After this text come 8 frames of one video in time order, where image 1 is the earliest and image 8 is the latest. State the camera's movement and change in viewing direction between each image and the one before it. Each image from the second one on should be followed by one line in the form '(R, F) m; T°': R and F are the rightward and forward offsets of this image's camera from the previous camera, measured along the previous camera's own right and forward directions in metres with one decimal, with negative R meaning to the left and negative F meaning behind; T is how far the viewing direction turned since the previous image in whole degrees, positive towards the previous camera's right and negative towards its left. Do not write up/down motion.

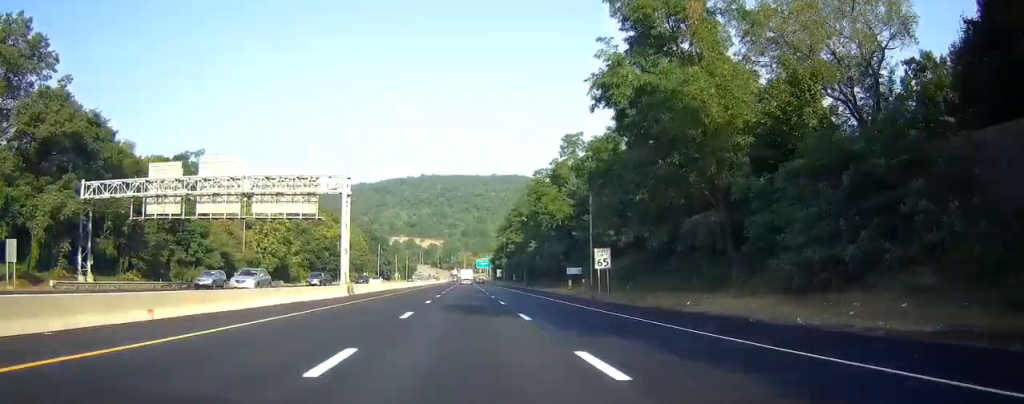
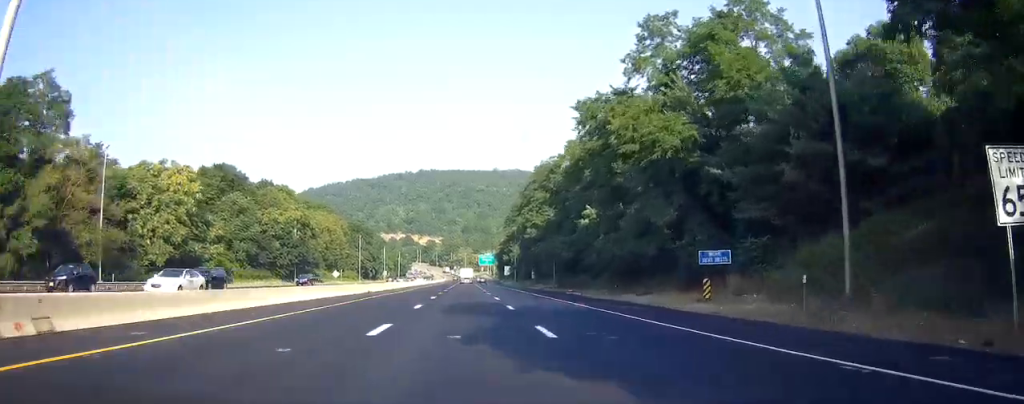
(+0.3, +42.1) m; 0°
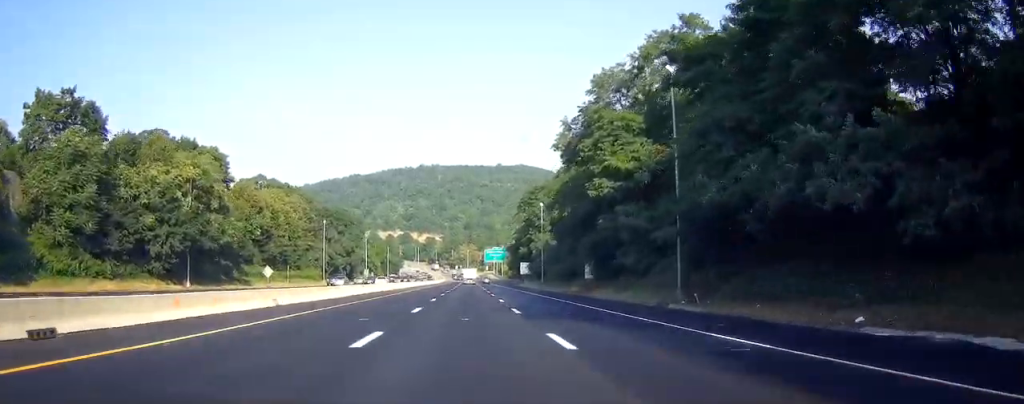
(-0.1, +49.7) m; 0°
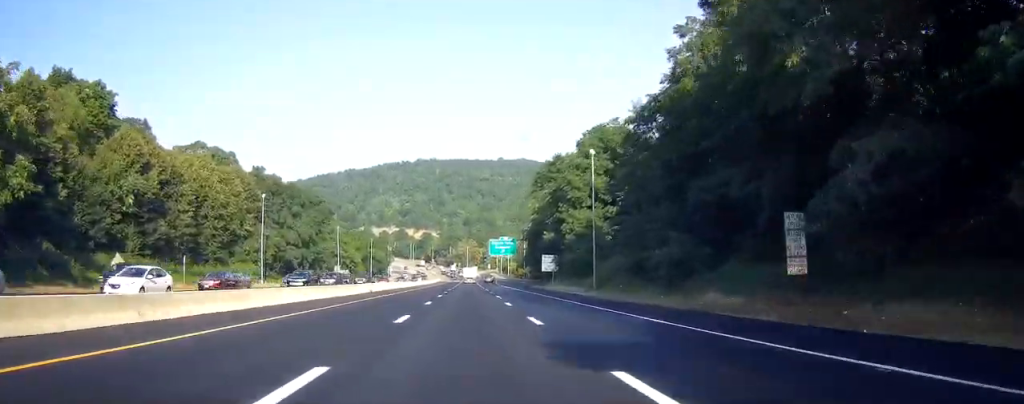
(-0.1, +41.9) m; 0°
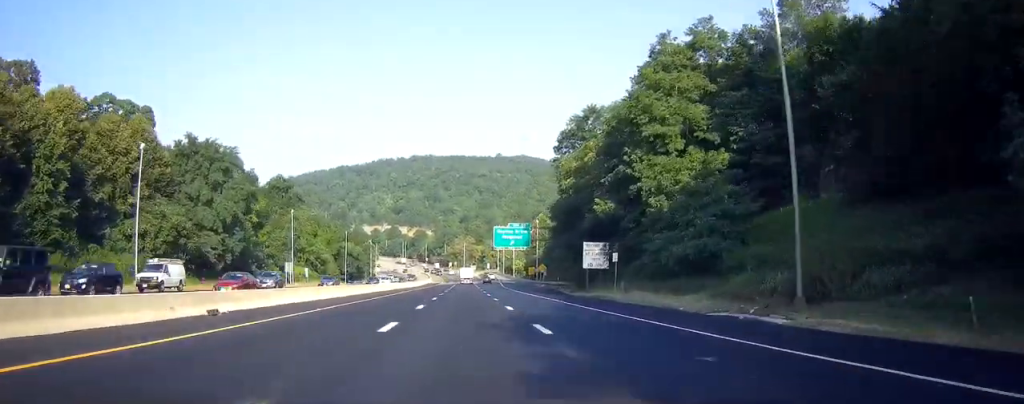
(-0.1, +38.6) m; 0°
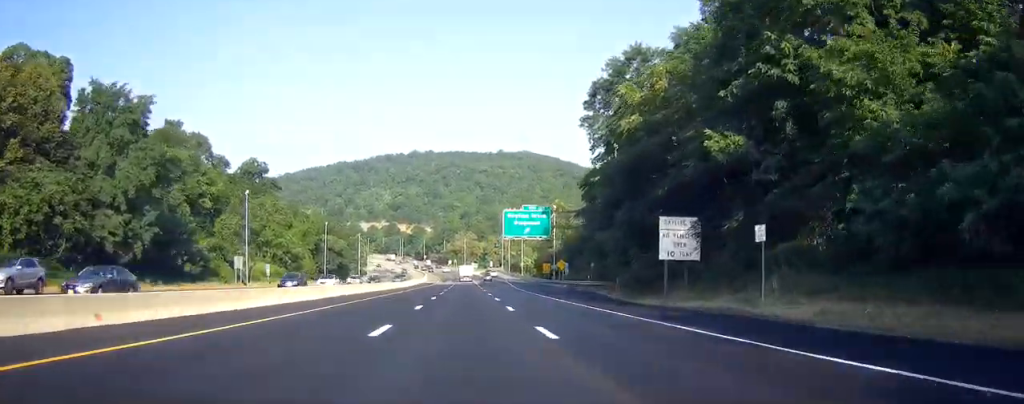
(0.0, +25.4) m; 0°
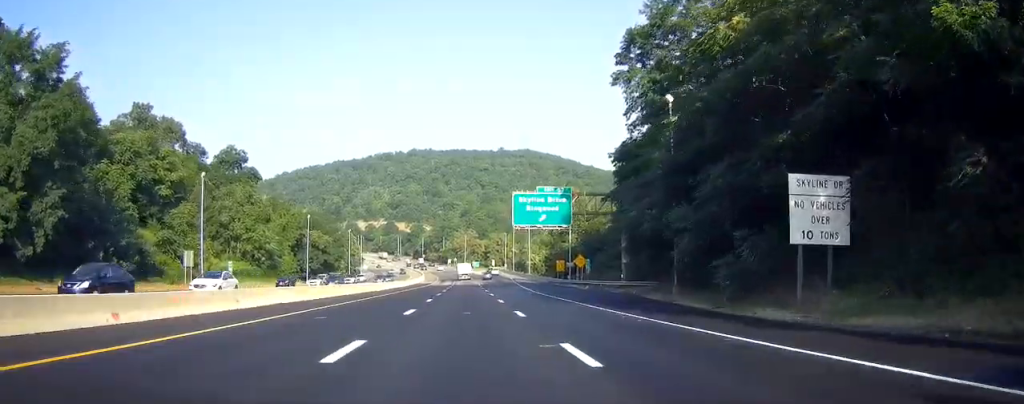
(0.0, +16.5) m; 0°
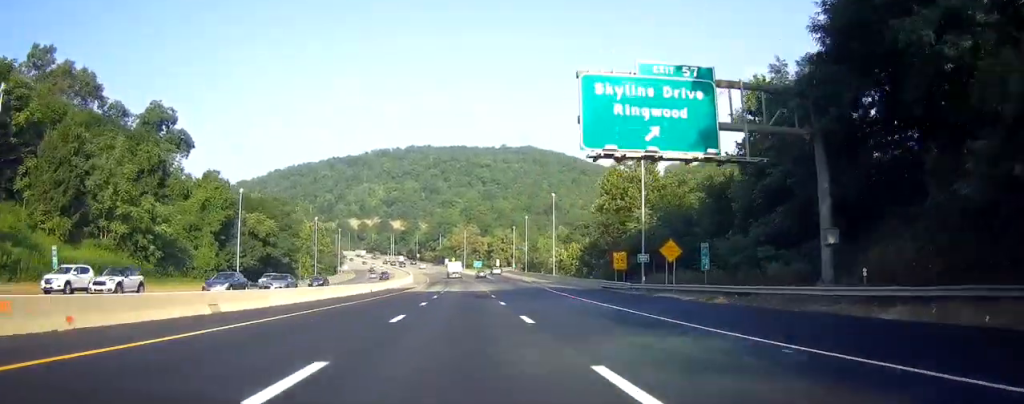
(-0.1, +39.5) m; 0°
